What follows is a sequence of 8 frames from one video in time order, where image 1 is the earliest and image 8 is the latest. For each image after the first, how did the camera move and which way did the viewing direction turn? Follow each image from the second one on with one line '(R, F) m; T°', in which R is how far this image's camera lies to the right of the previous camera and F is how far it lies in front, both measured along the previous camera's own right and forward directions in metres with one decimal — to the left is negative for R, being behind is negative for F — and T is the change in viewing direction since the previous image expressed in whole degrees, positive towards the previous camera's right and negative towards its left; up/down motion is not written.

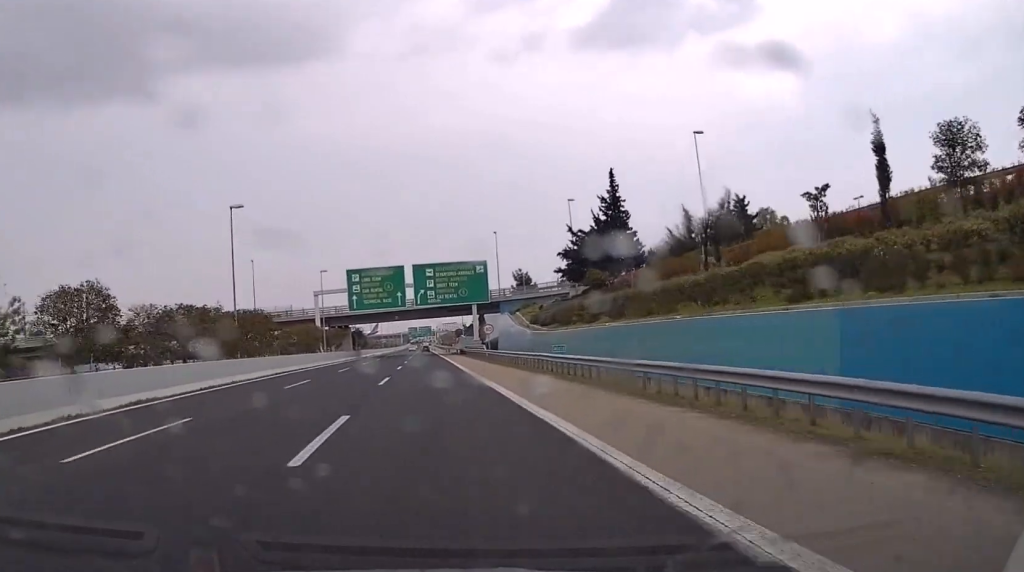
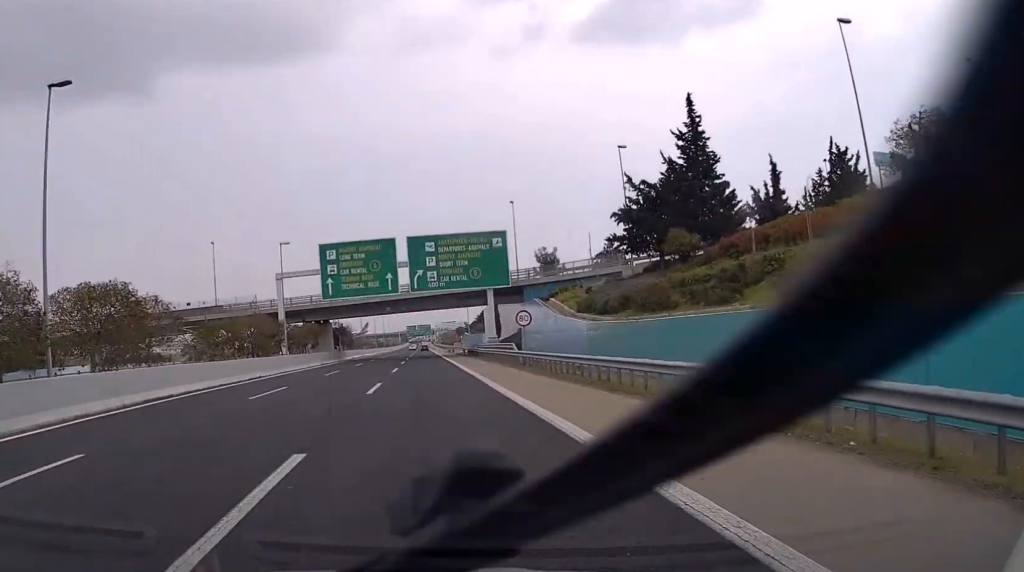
(0.0, +23.7) m; 0°
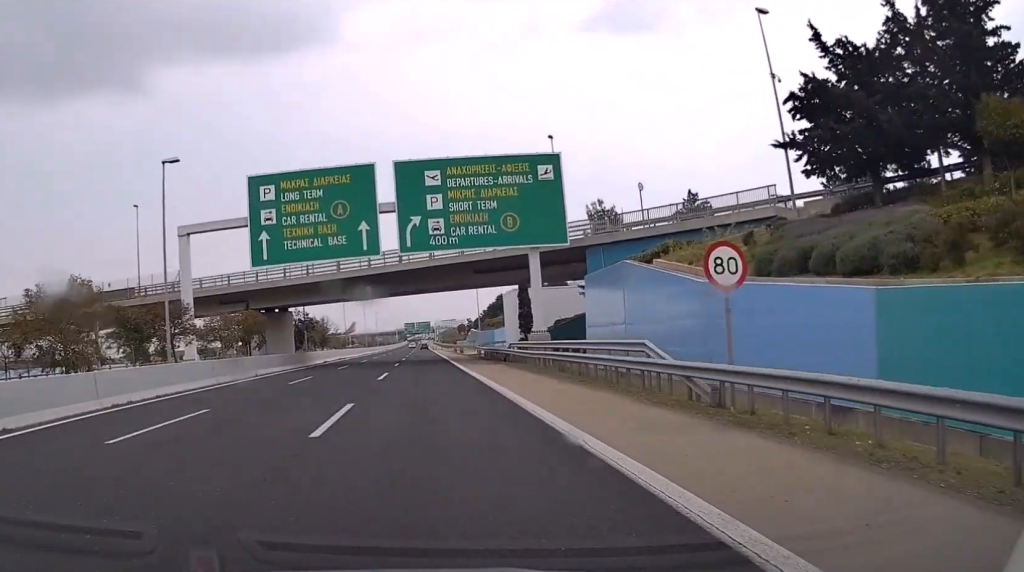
(0.0, +27.9) m; 0°
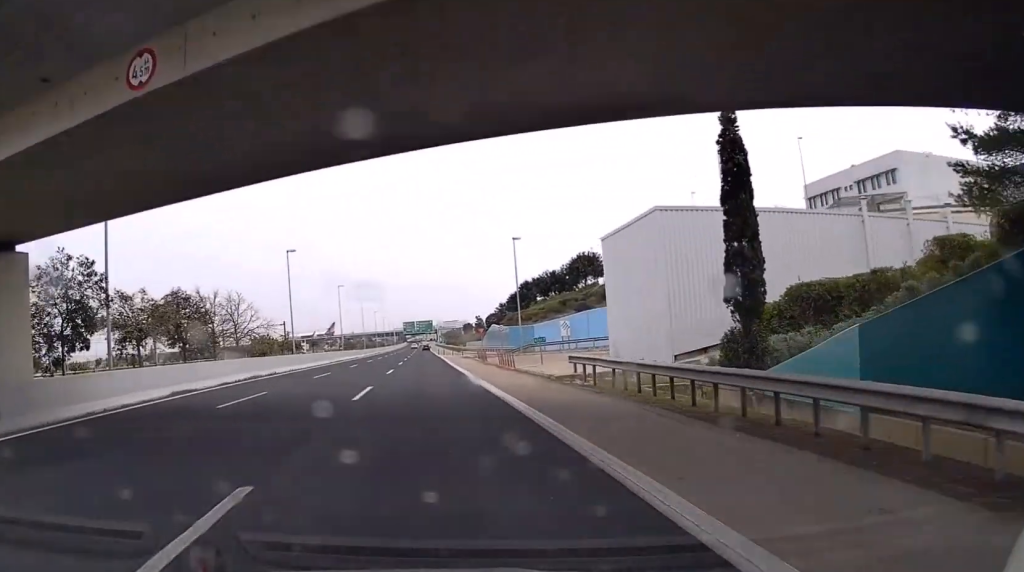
(0.0, +46.3) m; 0°
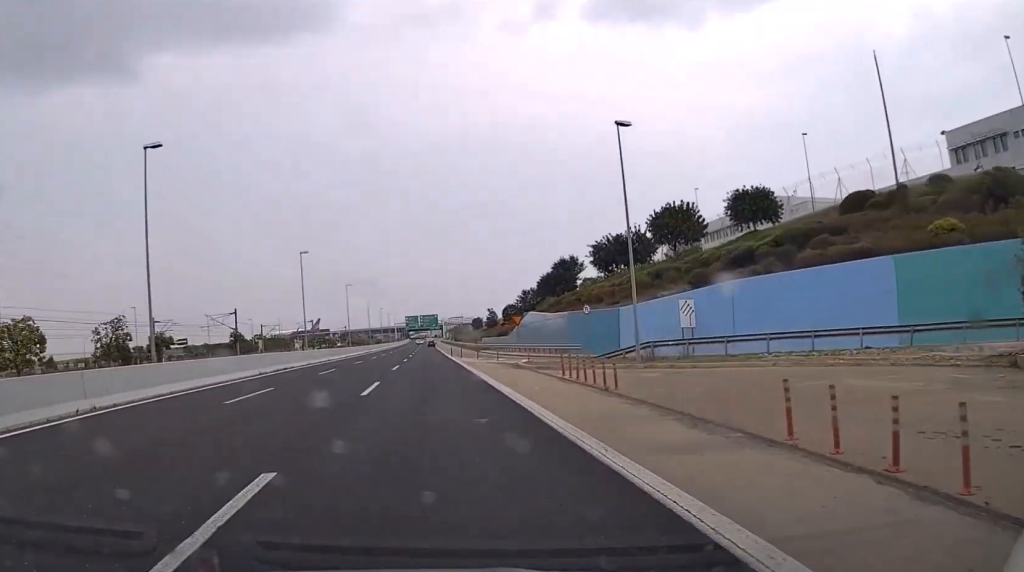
(+0.2, +35.6) m; 0°
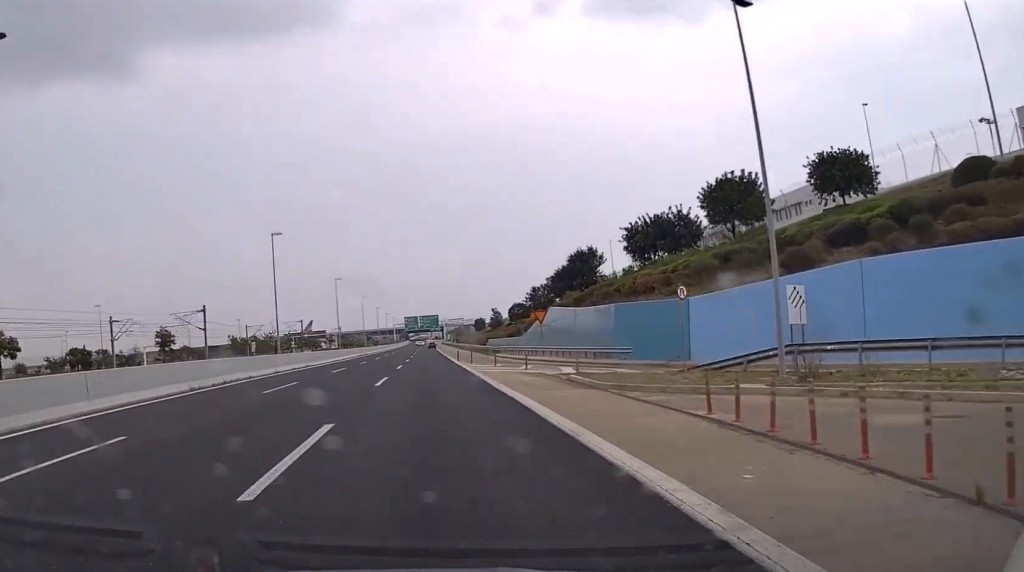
(0.0, +13.3) m; 0°
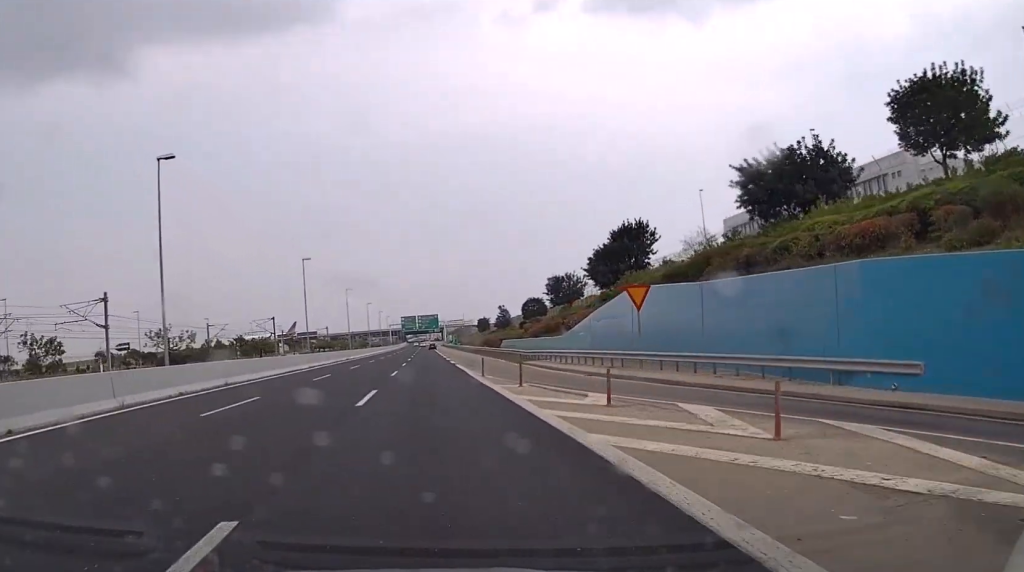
(-0.1, +25.1) m; 0°
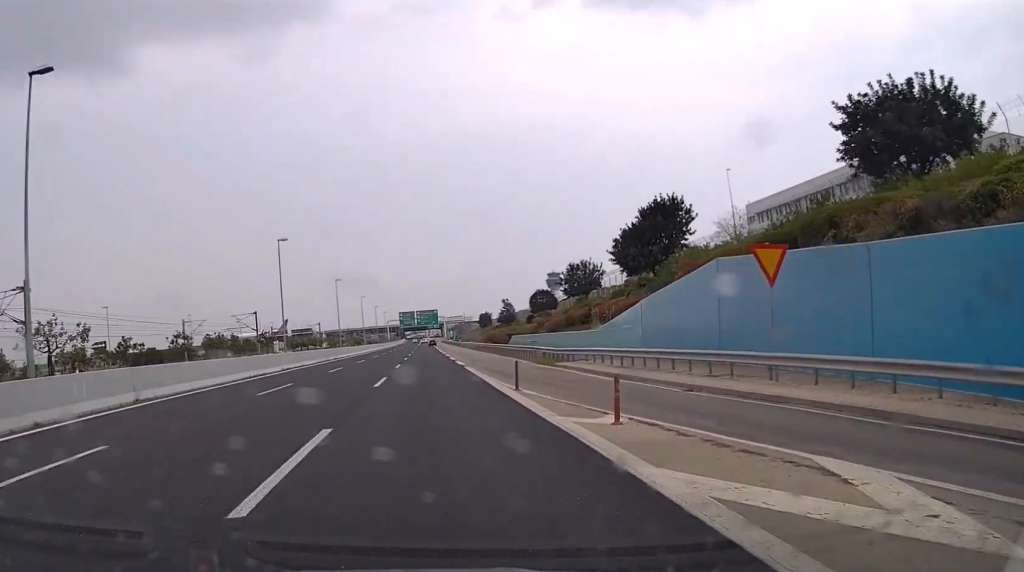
(0.0, +11.8) m; 0°
